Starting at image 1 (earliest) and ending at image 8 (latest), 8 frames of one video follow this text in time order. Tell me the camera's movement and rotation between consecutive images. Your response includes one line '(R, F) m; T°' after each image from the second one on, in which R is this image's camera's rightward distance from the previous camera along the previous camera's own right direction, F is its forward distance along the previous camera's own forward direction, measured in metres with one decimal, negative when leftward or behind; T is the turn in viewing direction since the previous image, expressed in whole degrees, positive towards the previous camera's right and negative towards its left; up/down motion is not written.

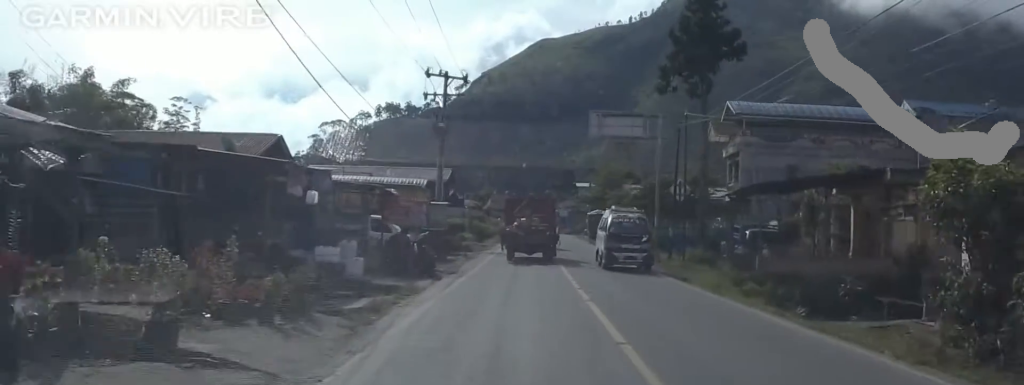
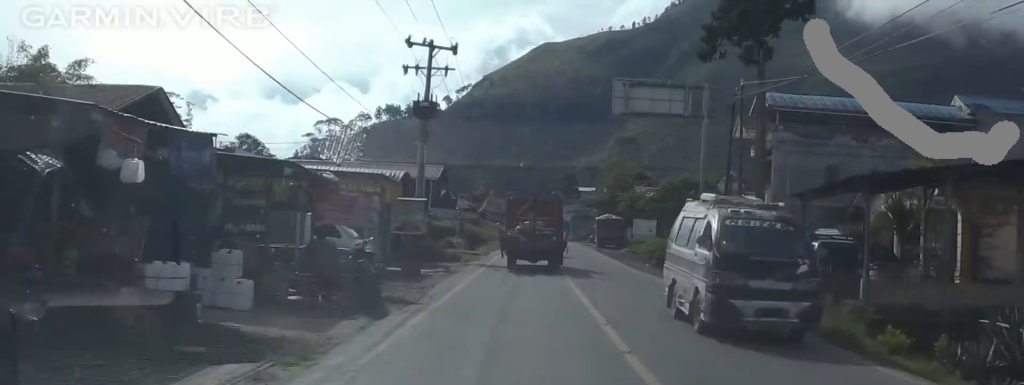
(+0.7, +7.9) m; 0°
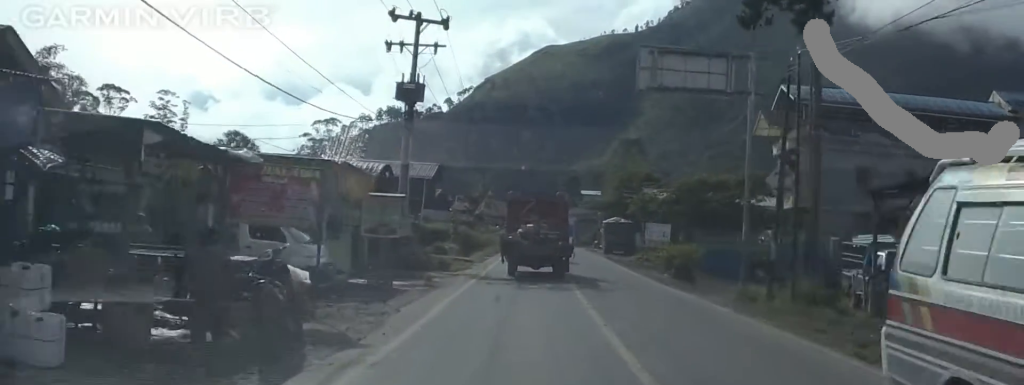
(-0.4, +5.0) m; -3°
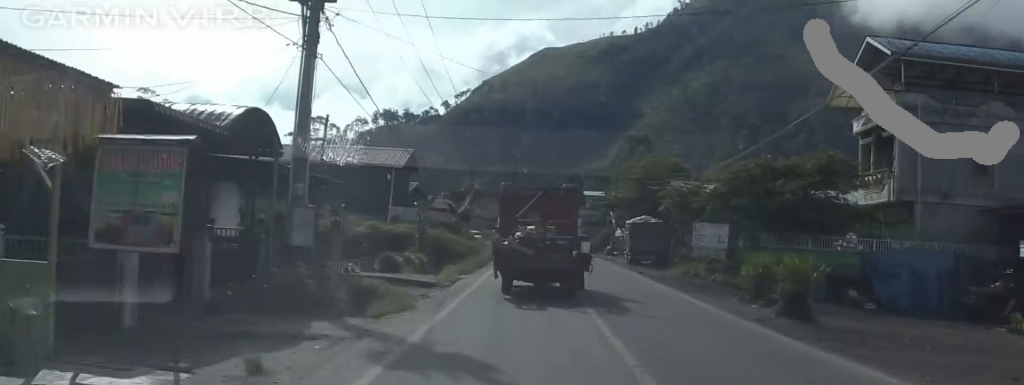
(-0.5, +14.6) m; +3°
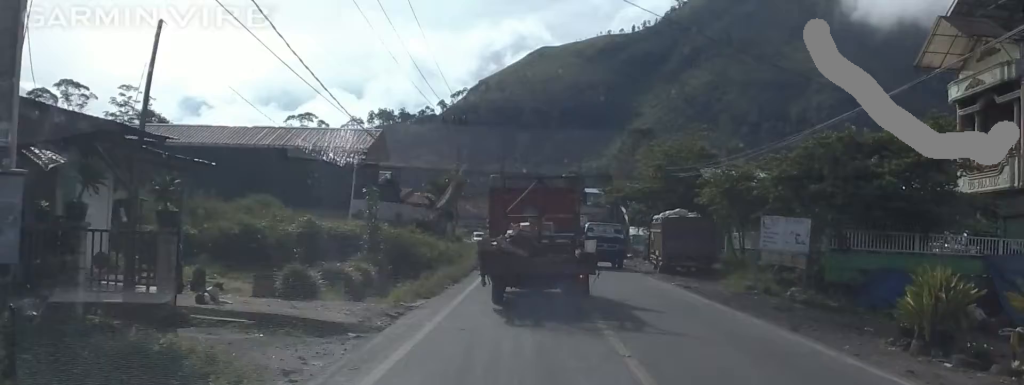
(+0.6, +11.4) m; -1°
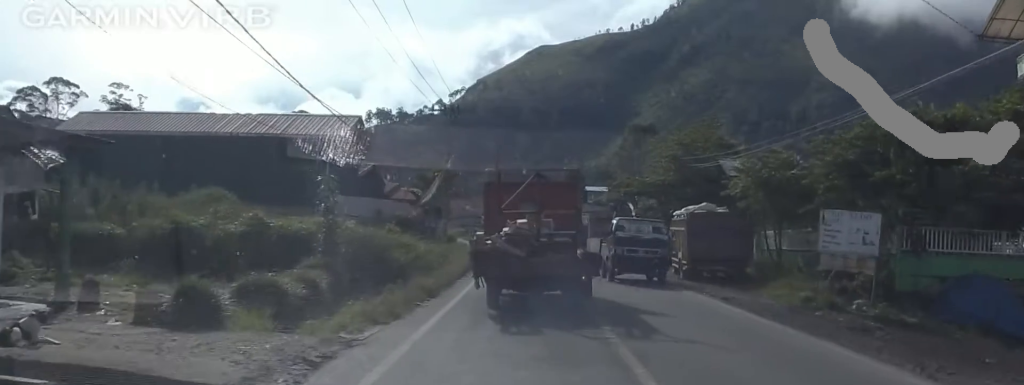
(-0.4, +5.9) m; -4°
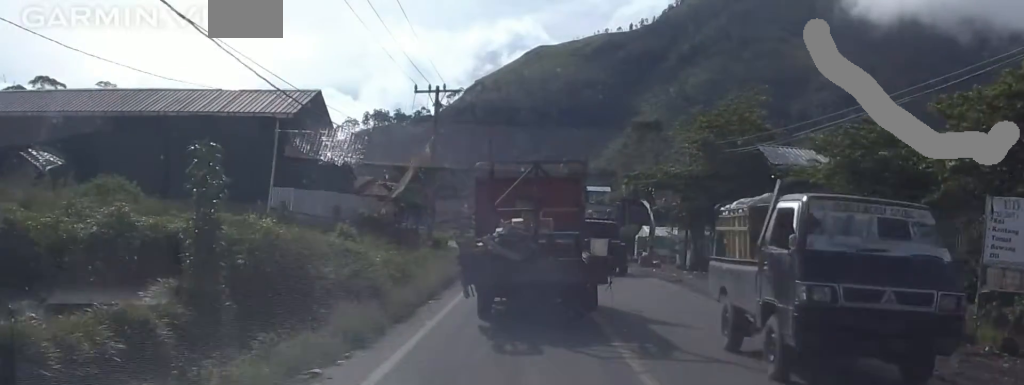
(-0.2, +9.0) m; -1°
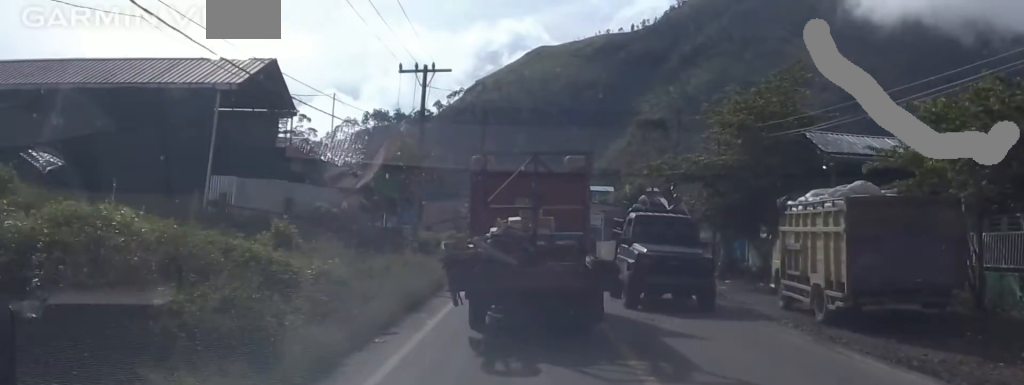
(0.0, +7.1) m; +4°
